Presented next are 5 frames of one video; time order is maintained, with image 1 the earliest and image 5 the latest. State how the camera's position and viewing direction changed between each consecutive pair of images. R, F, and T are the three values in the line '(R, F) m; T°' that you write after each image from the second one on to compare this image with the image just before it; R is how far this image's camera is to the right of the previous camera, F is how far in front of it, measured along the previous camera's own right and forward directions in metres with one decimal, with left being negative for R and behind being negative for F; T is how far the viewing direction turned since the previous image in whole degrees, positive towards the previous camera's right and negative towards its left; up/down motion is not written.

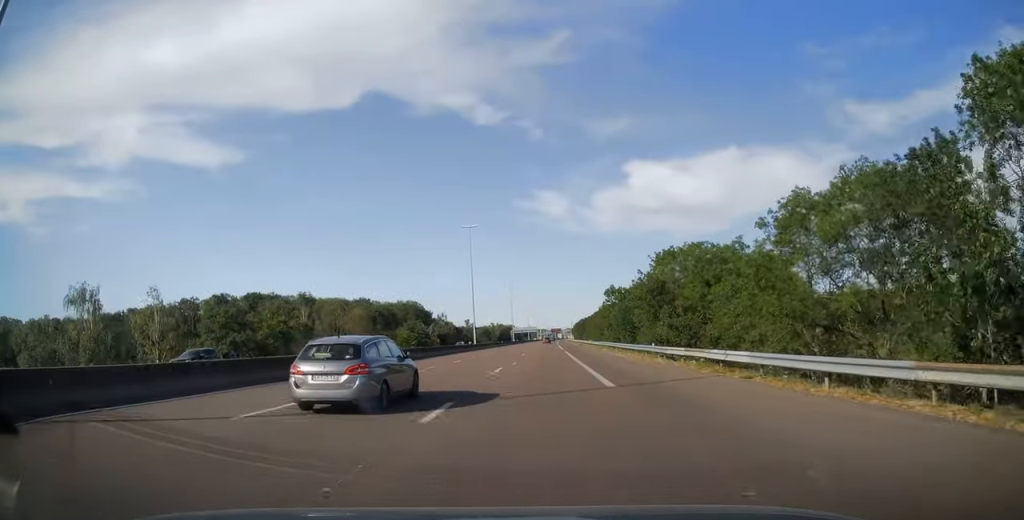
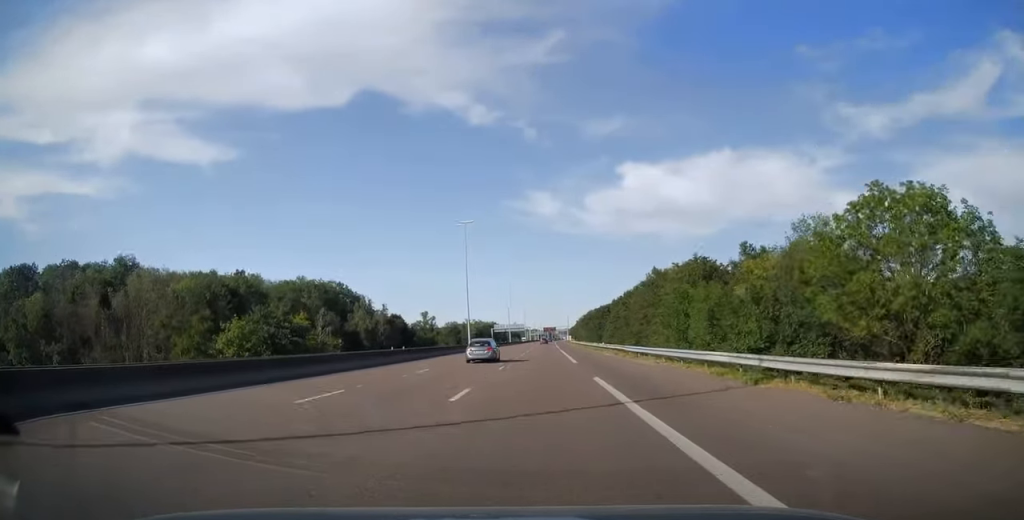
(+0.9, +86.4) m; +1°
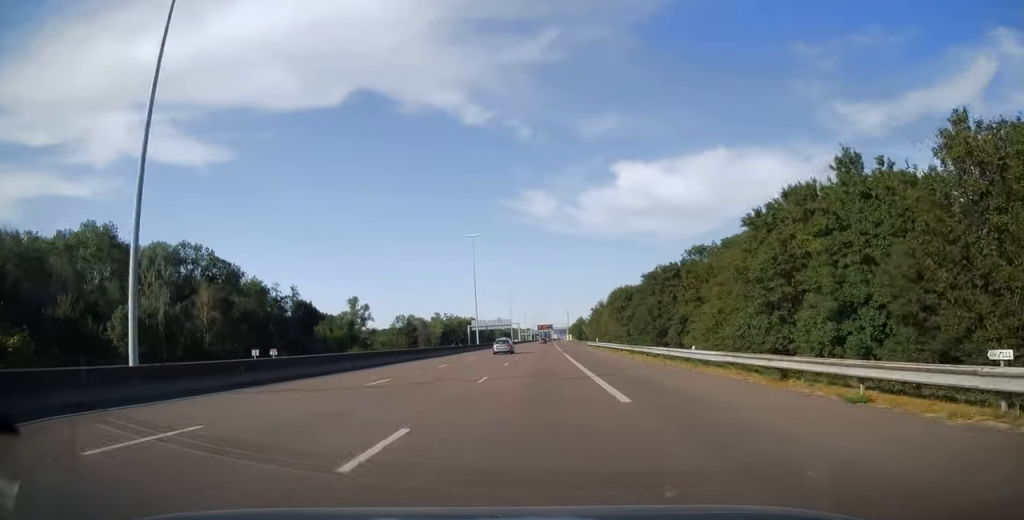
(+0.3, +71.5) m; 0°
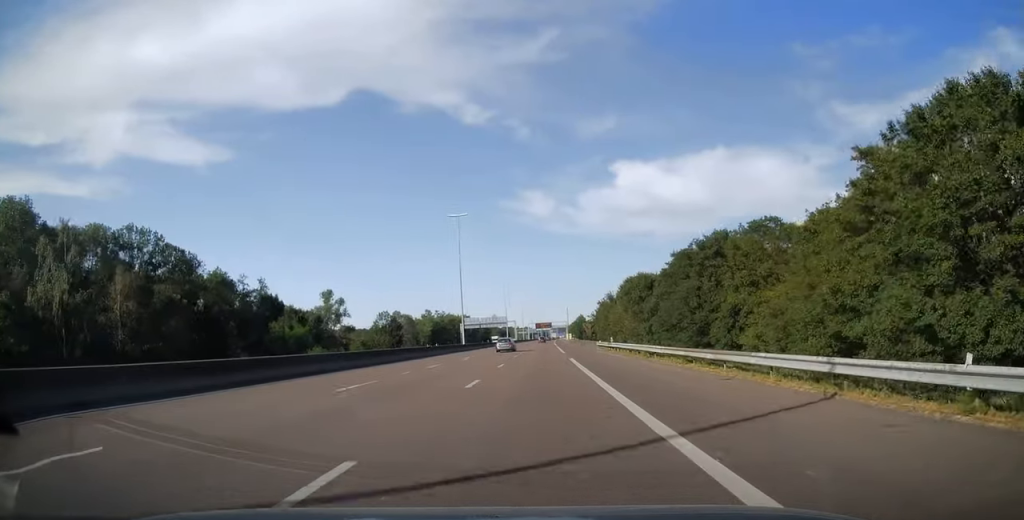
(0.0, +15.4) m; 0°
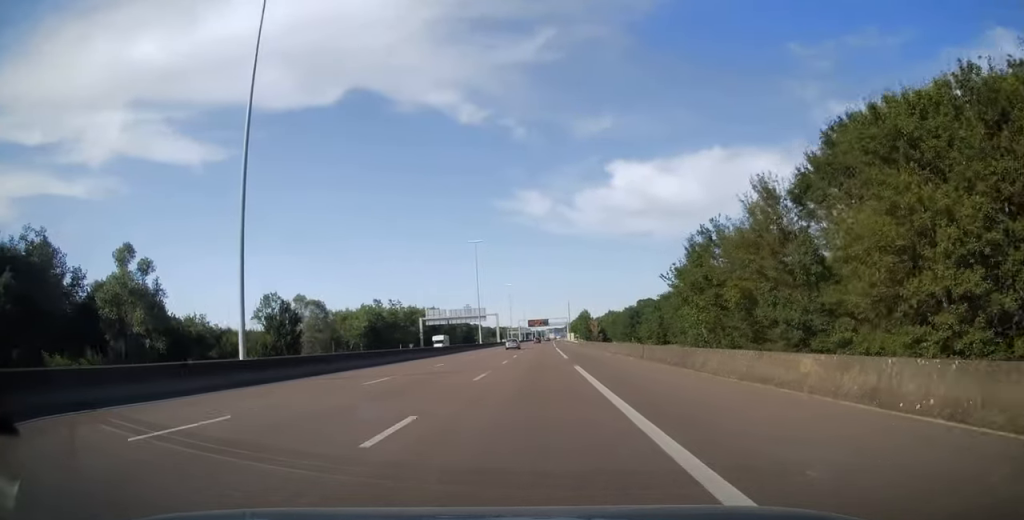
(+0.7, +60.1) m; +1°
